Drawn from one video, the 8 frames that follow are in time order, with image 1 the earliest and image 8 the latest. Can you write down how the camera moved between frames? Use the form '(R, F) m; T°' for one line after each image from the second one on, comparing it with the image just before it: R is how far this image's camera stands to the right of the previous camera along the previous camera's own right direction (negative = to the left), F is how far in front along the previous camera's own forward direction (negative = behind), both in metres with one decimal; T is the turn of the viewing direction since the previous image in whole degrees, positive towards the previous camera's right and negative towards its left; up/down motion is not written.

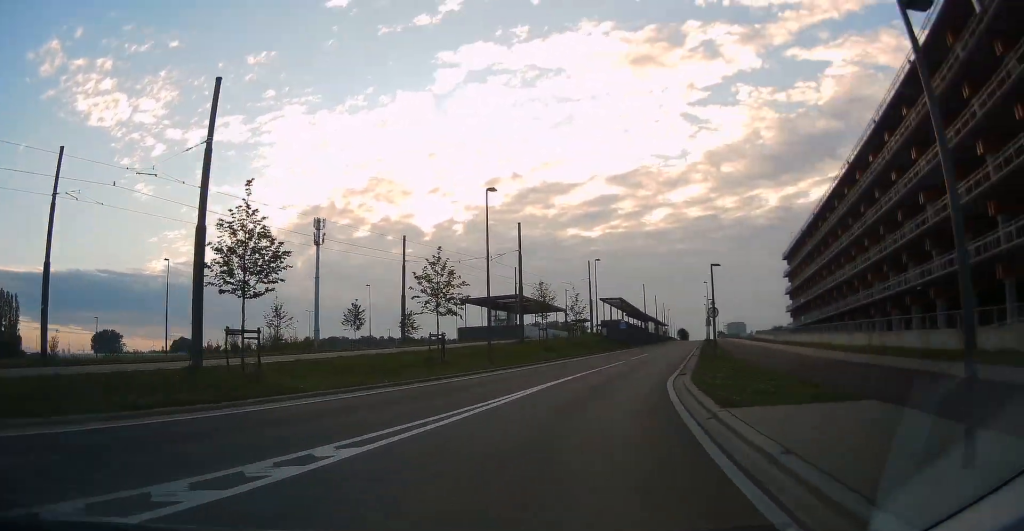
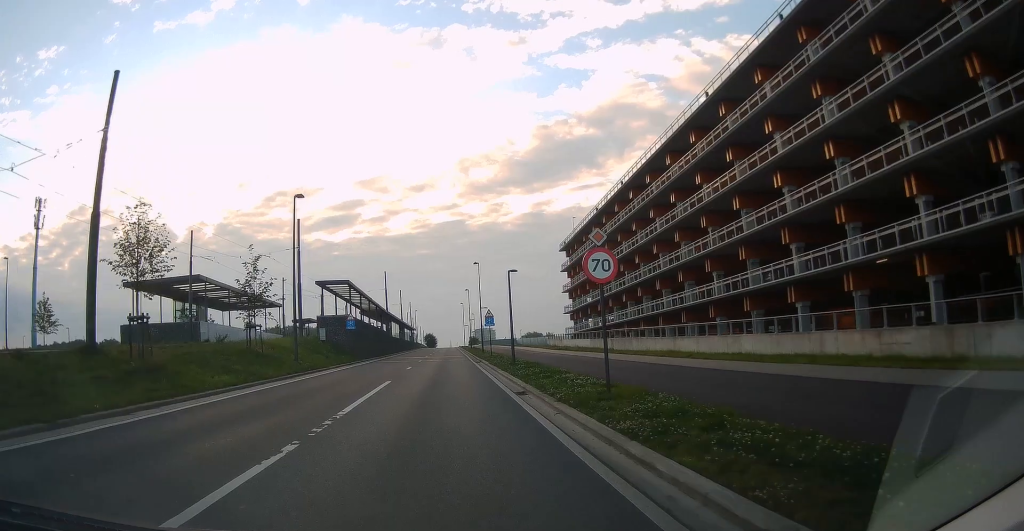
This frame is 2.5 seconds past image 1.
(+7.4, +25.2) m; +16°
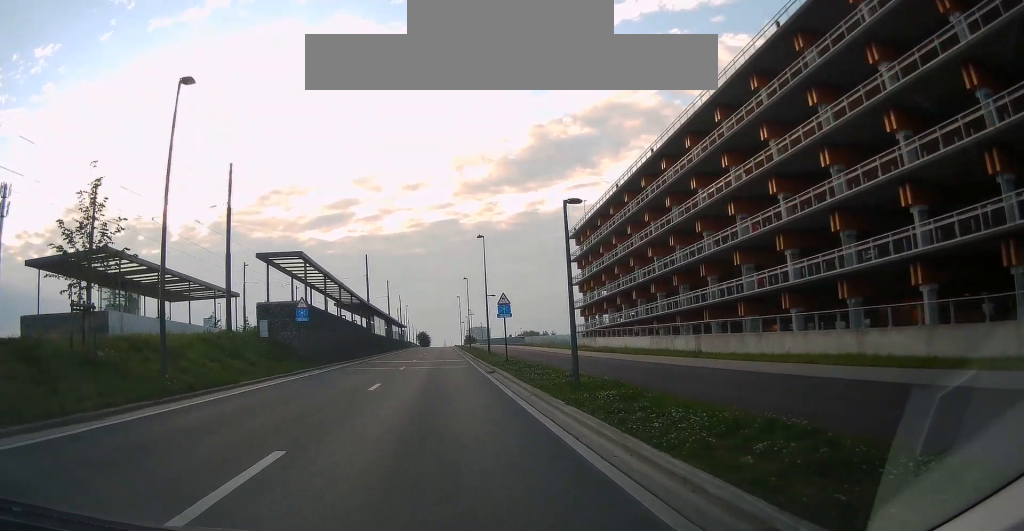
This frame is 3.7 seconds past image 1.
(0.0, +14.3) m; 0°
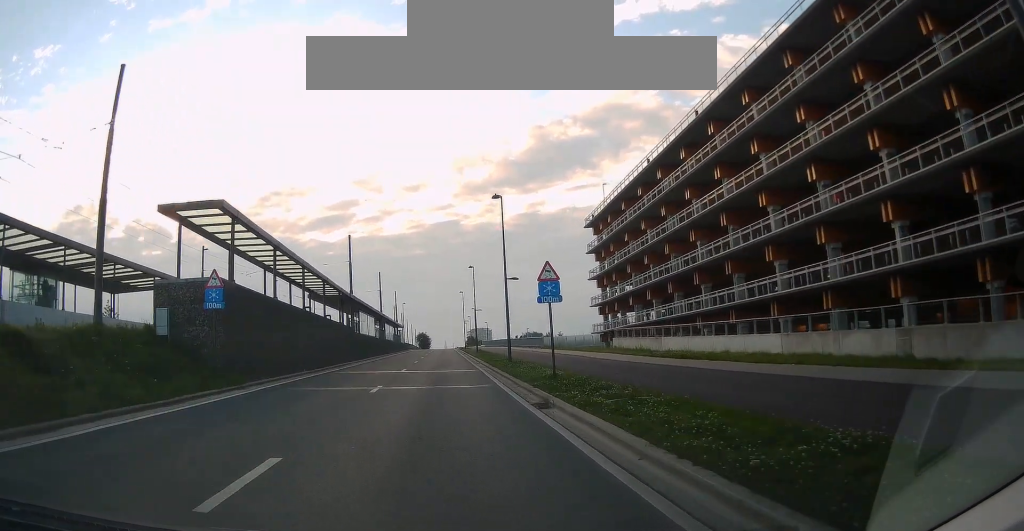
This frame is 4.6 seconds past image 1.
(0.0, +12.4) m; 0°
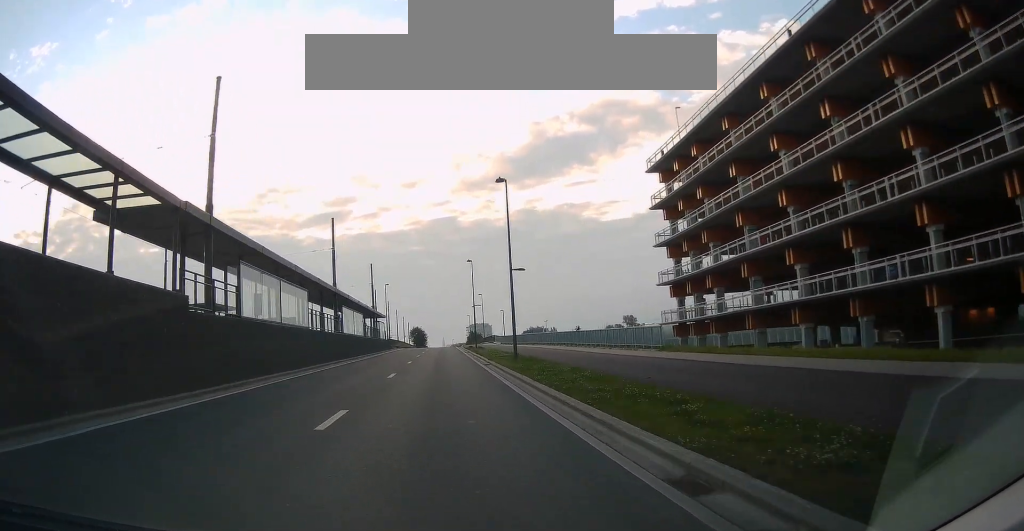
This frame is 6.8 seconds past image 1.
(+0.3, +30.3) m; +1°
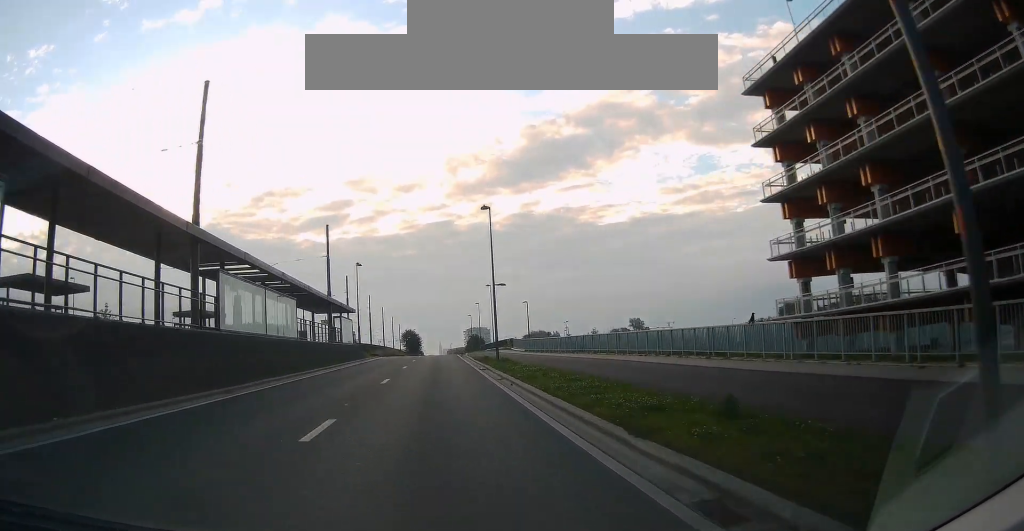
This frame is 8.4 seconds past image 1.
(+0.3, +24.4) m; 0°
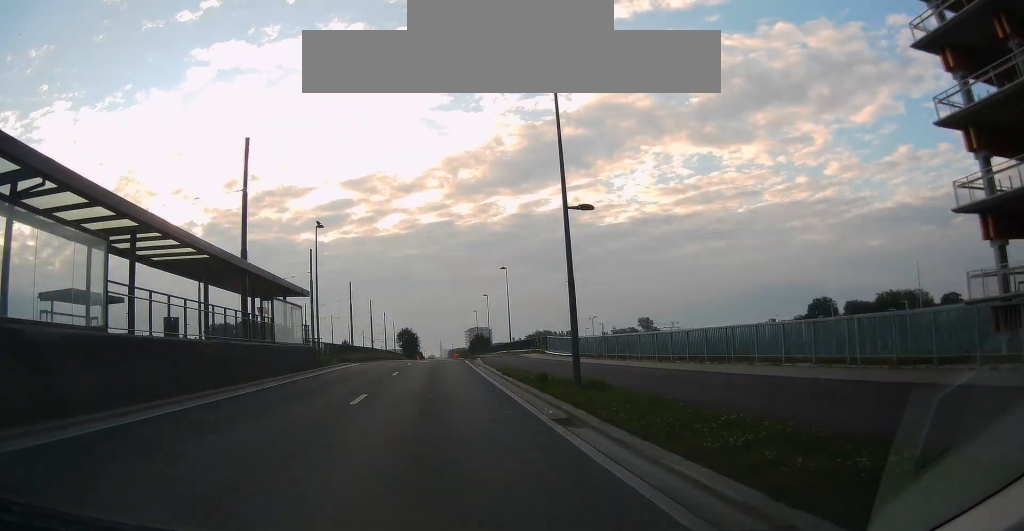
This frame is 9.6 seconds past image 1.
(+0.1, +19.3) m; -1°
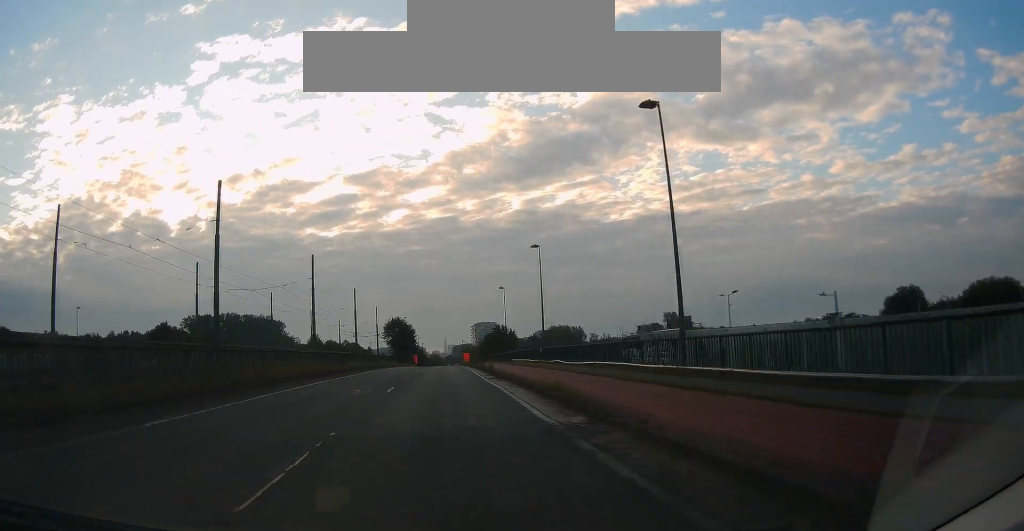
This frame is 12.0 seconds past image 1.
(-0.5, +40.0) m; -1°
